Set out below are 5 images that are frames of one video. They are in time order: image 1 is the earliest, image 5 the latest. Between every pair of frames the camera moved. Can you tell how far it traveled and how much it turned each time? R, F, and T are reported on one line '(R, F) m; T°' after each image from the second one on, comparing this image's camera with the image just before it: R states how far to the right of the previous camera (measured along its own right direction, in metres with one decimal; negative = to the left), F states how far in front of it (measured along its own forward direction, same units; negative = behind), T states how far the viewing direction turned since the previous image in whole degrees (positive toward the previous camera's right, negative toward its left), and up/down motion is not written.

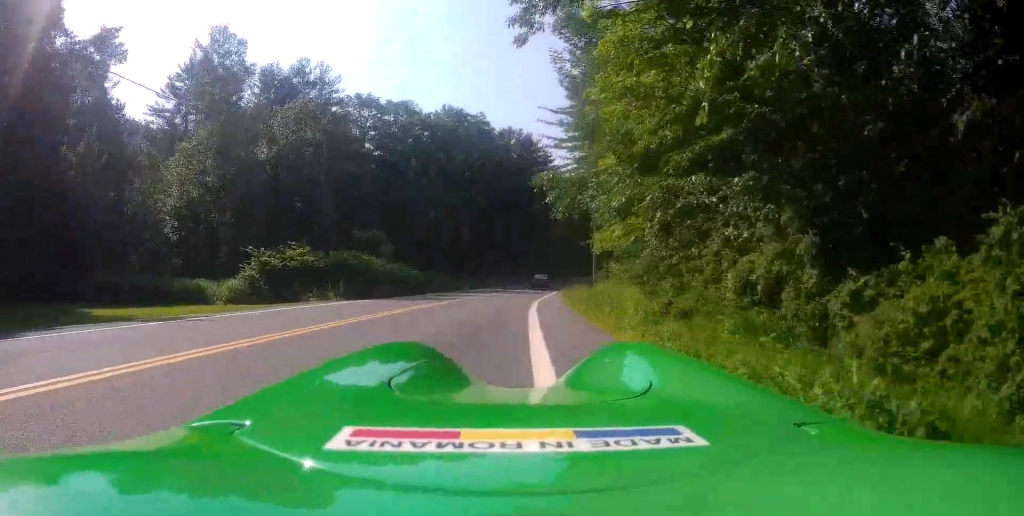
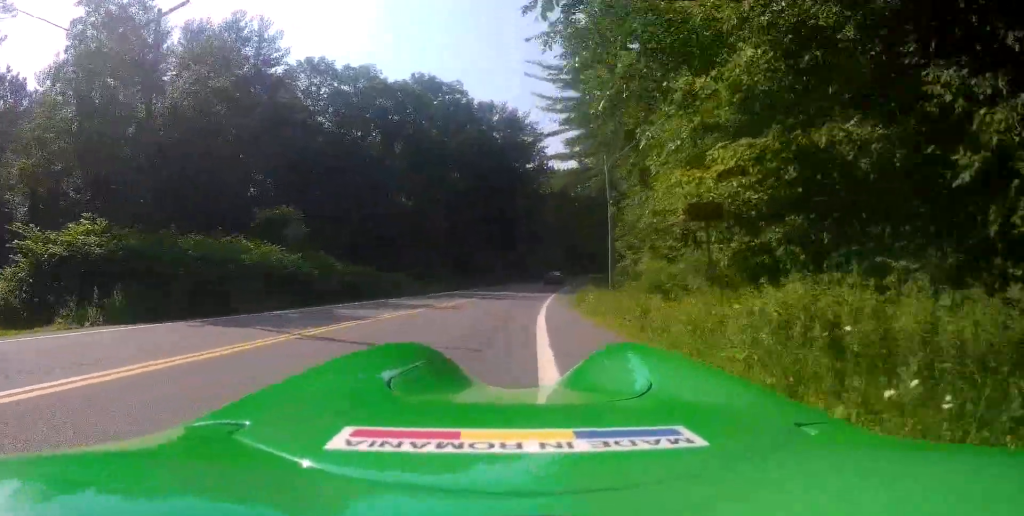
(+1.3, +16.5) m; +13°
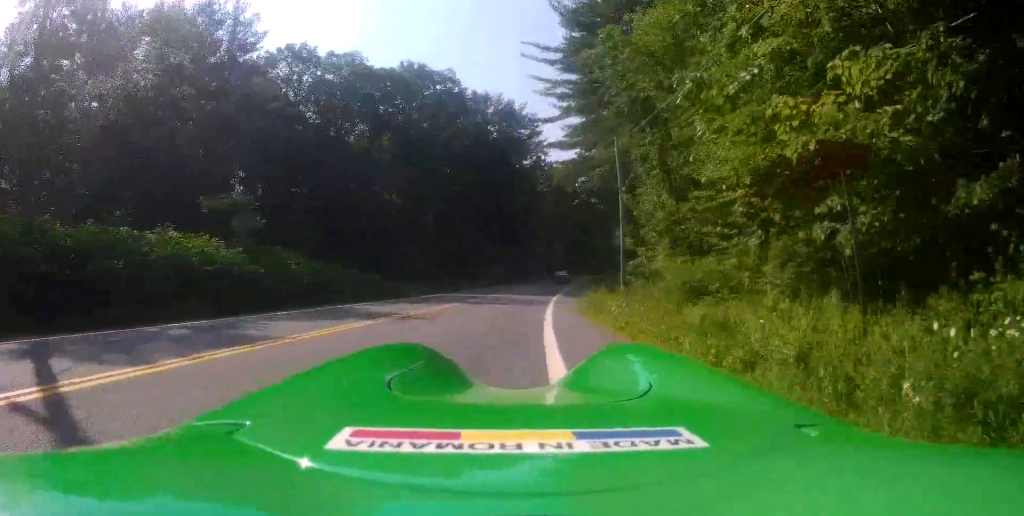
(+0.5, +6.0) m; +3°
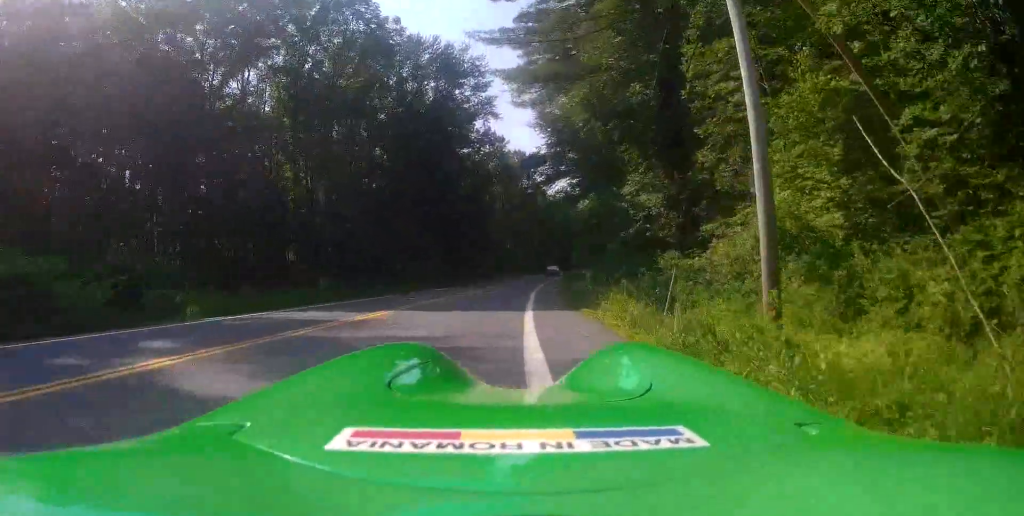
(+1.6, +21.8) m; +4°
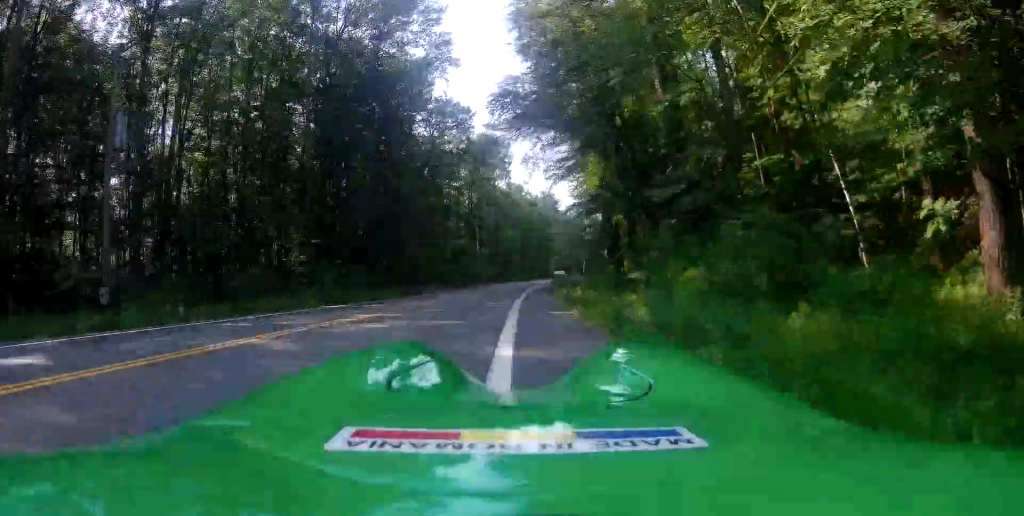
(-0.4, +19.3) m; -1°
